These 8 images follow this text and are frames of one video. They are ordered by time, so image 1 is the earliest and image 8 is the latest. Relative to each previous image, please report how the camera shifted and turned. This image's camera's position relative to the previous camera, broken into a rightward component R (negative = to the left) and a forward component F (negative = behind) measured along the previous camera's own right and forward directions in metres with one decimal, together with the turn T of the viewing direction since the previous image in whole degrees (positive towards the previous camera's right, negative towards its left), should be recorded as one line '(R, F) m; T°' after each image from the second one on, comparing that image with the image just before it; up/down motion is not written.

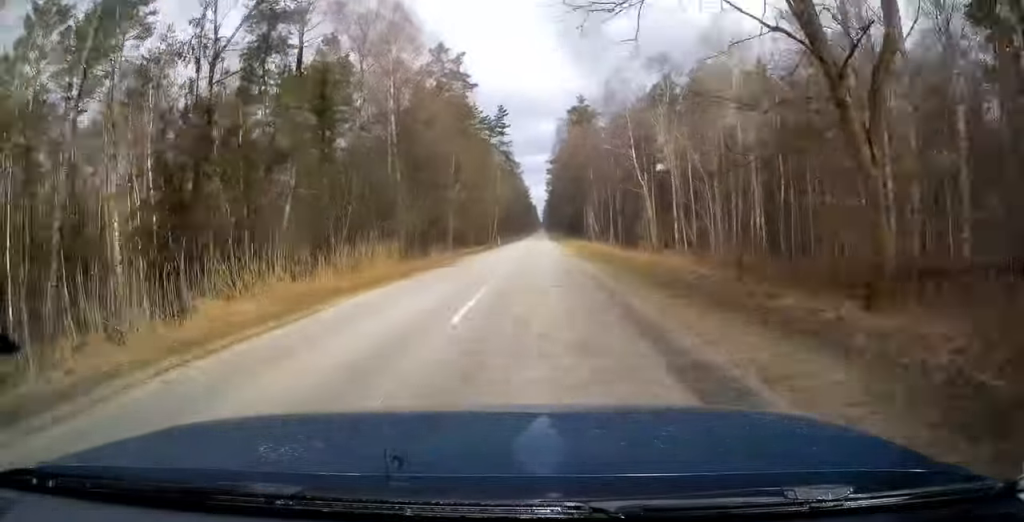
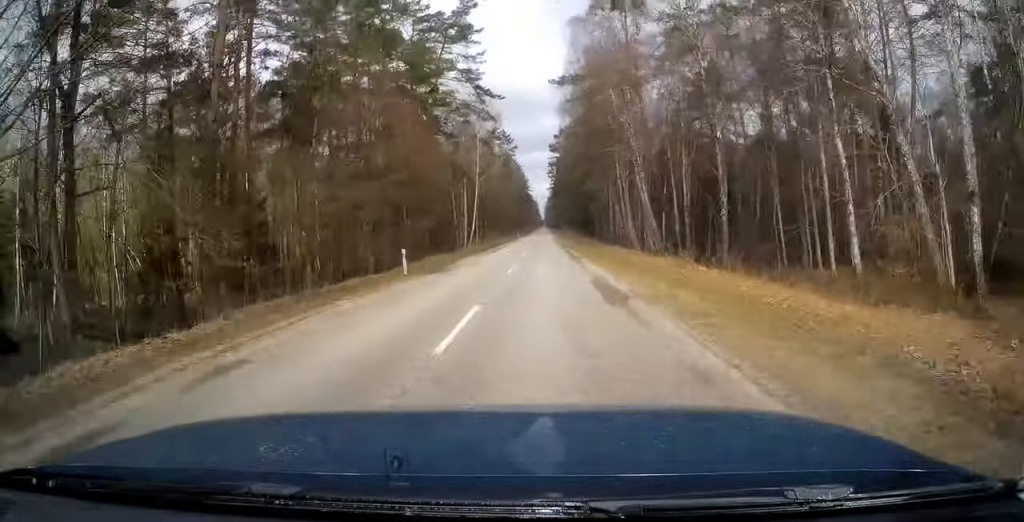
(0.0, +51.8) m; 0°
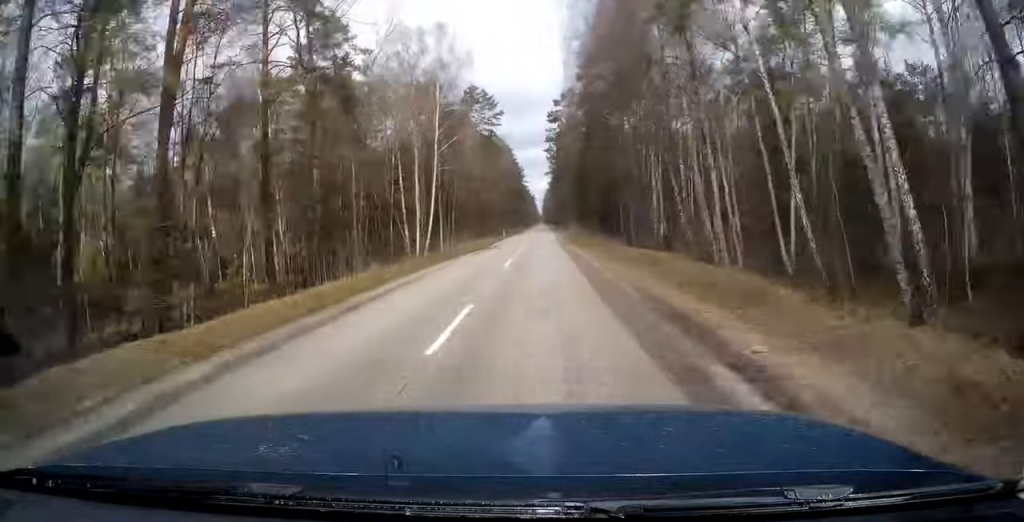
(+0.2, +37.6) m; 0°
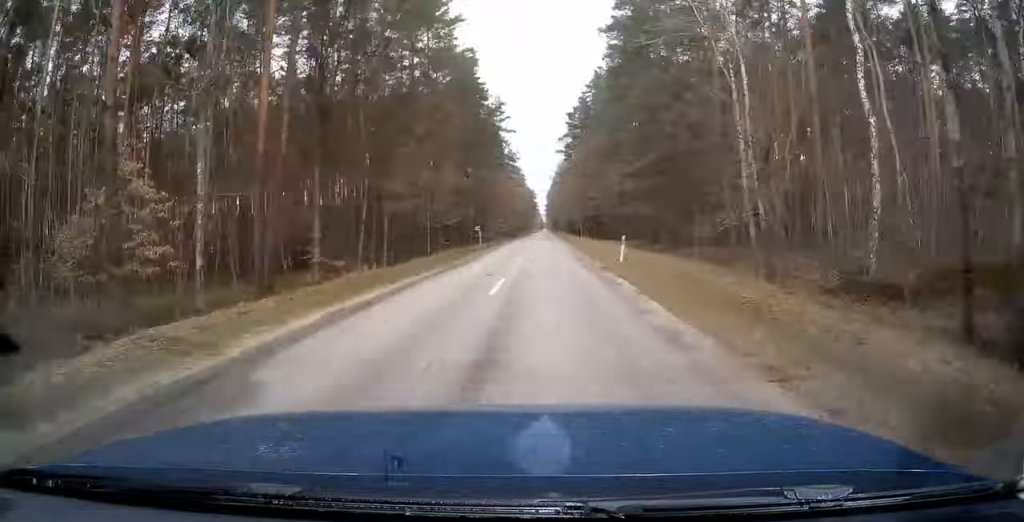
(-0.6, +156.3) m; 0°
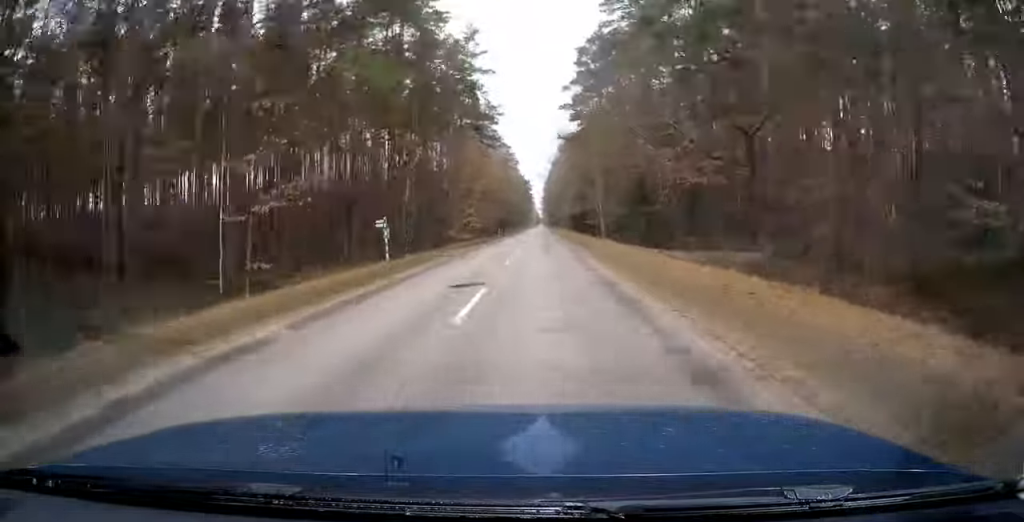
(+0.1, +42.2) m; 0°
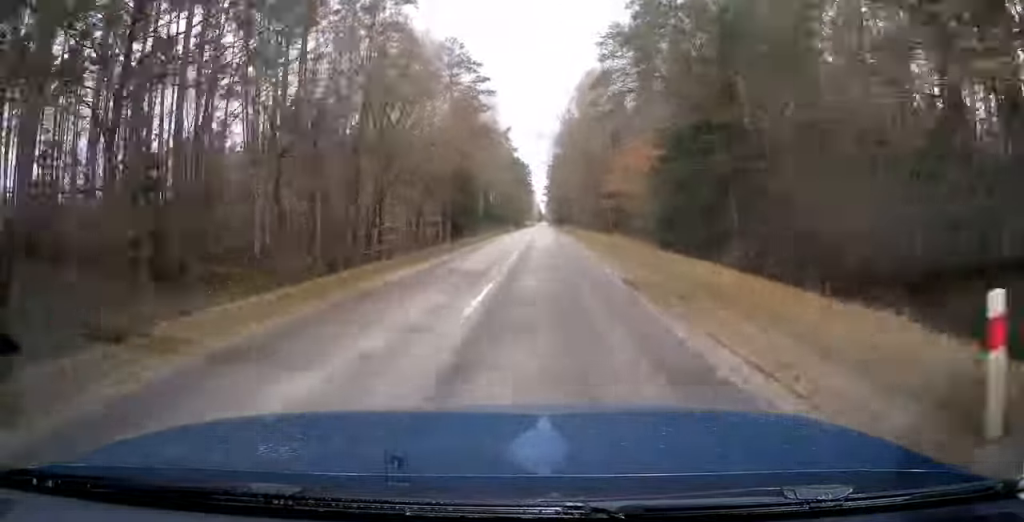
(-0.1, +76.0) m; 0°
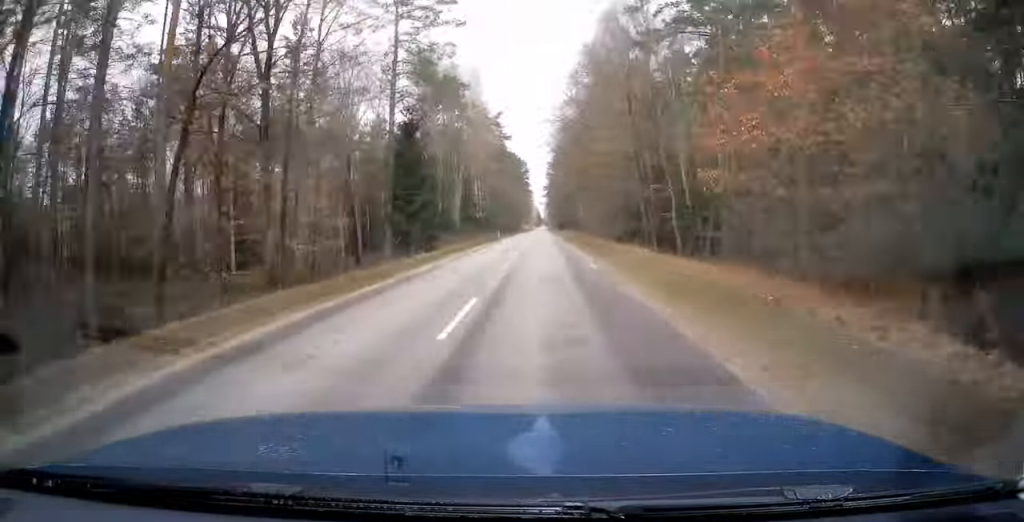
(0.0, +27.7) m; 0°
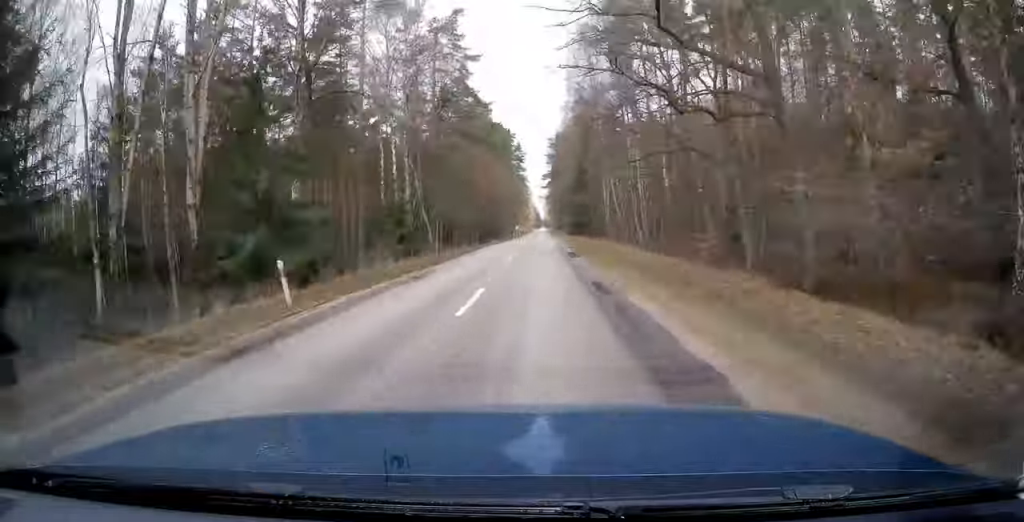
(0.0, +61.9) m; 0°
